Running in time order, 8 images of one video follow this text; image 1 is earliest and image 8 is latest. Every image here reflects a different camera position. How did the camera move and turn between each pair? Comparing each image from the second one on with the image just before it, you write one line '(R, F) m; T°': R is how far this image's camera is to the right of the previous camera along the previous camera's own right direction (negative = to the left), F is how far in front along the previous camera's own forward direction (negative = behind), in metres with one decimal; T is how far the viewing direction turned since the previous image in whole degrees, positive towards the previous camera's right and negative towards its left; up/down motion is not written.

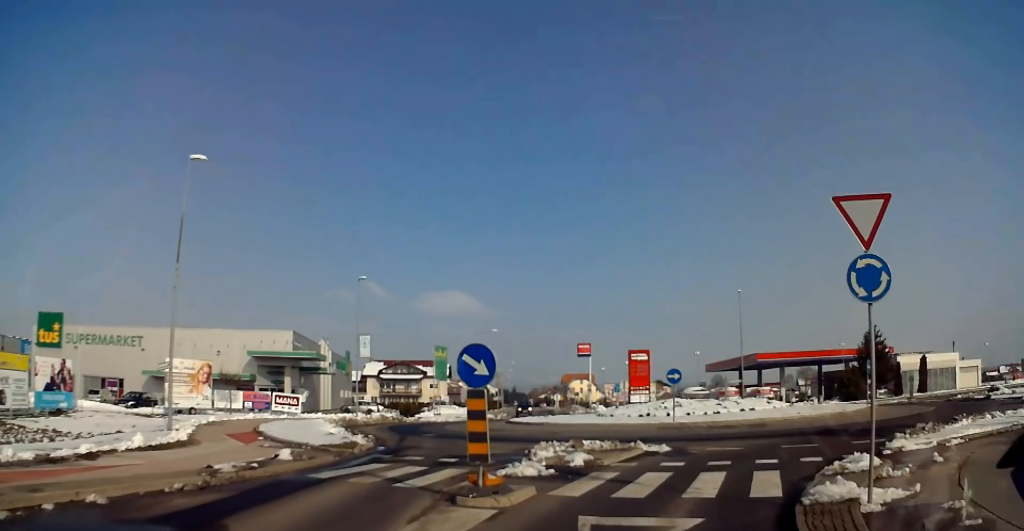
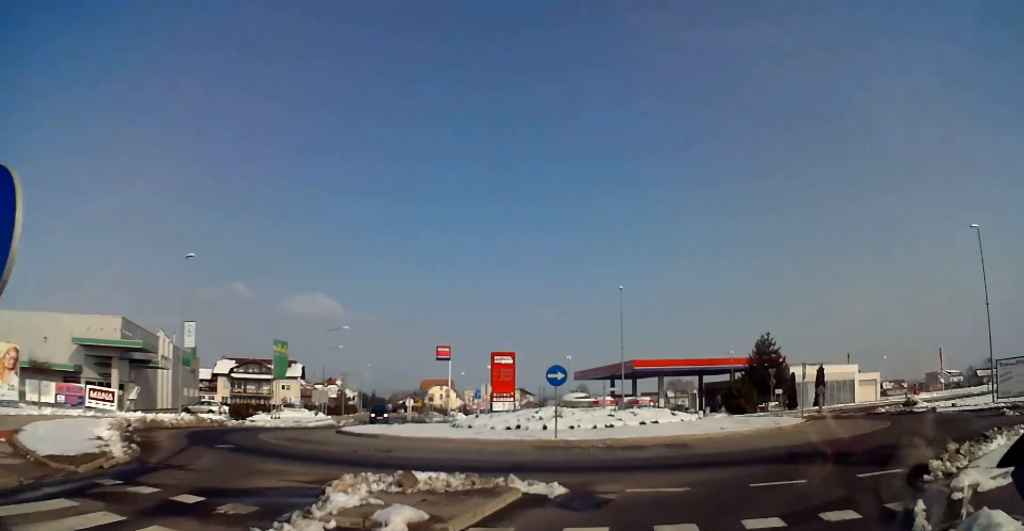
(0.0, +7.6) m; +3°
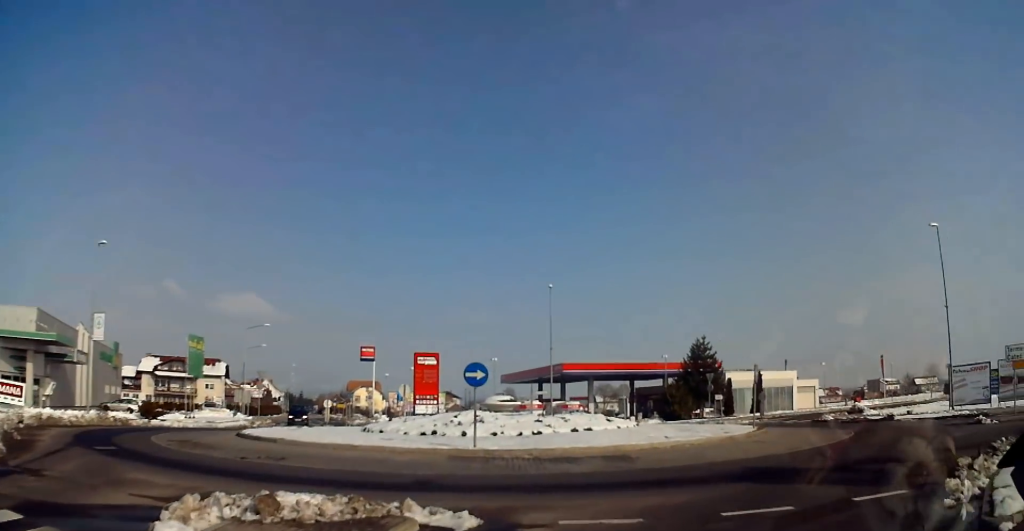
(+0.1, +2.8) m; +3°
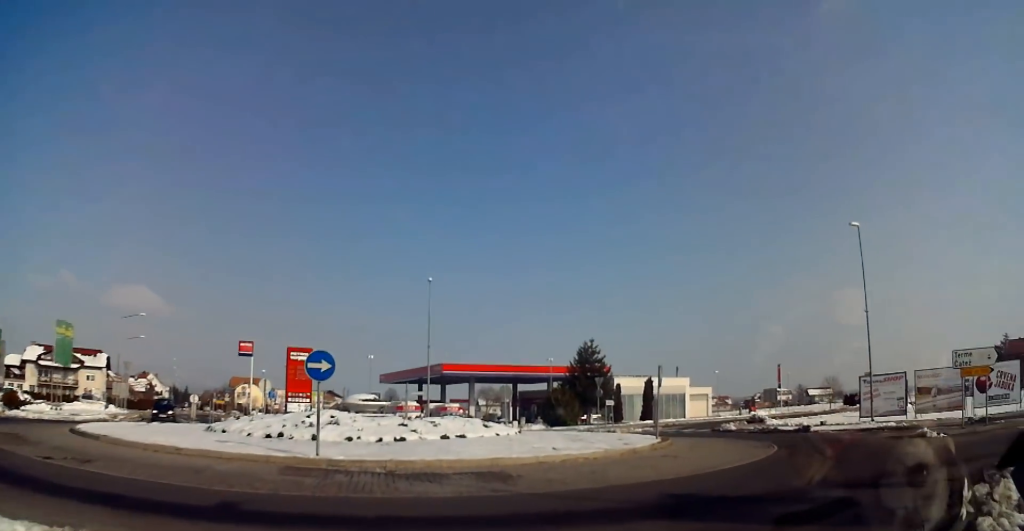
(+0.1, +3.6) m; +6°
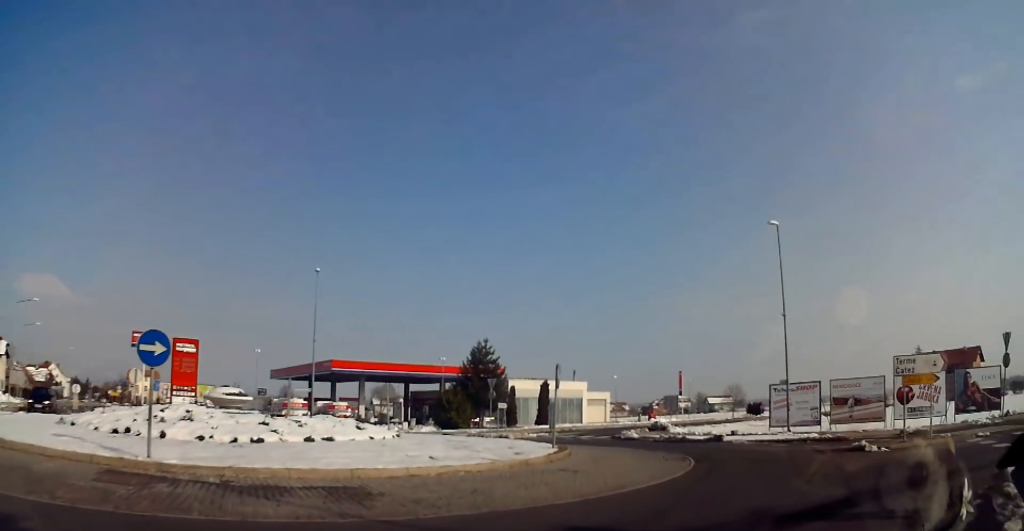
(-0.2, +2.8) m; +6°
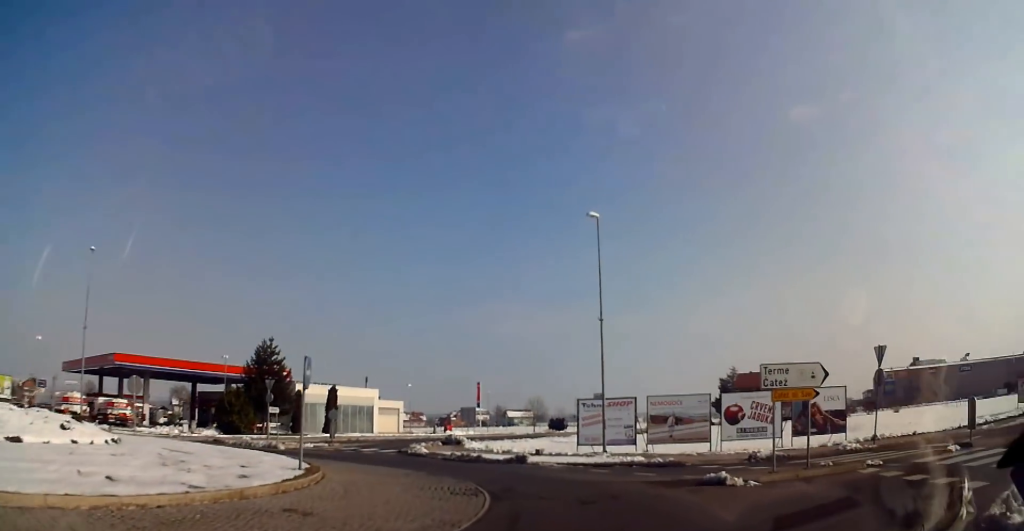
(+0.9, +5.3) m; +24°
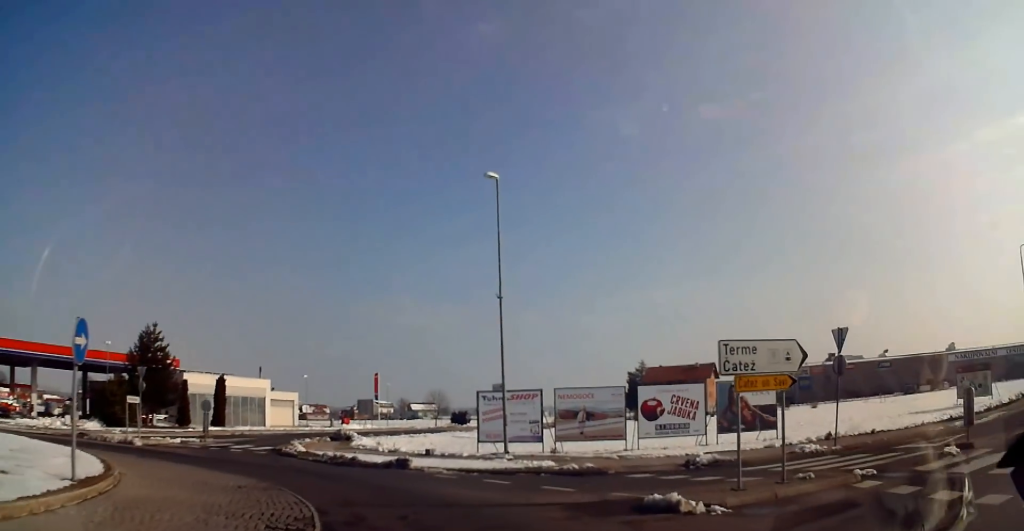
(+1.4, +4.2) m; +23°
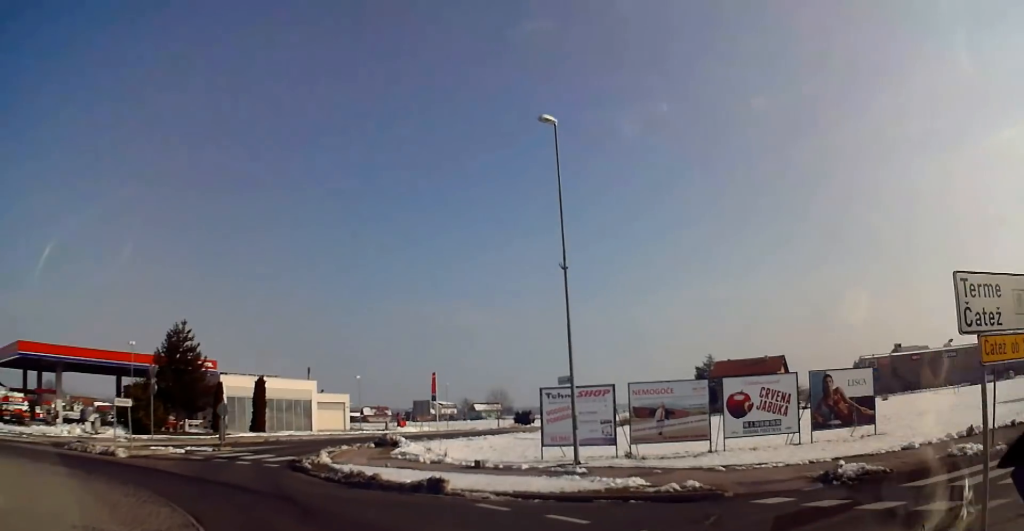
(+1.0, +5.5) m; +4°
